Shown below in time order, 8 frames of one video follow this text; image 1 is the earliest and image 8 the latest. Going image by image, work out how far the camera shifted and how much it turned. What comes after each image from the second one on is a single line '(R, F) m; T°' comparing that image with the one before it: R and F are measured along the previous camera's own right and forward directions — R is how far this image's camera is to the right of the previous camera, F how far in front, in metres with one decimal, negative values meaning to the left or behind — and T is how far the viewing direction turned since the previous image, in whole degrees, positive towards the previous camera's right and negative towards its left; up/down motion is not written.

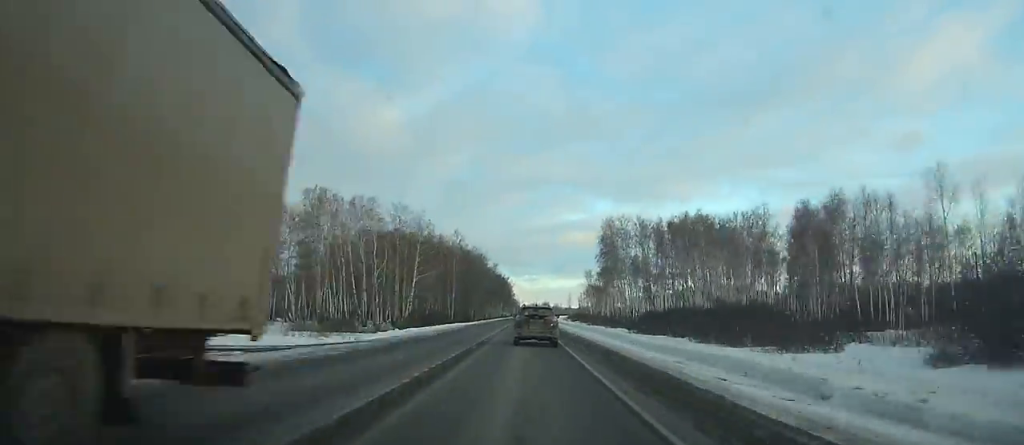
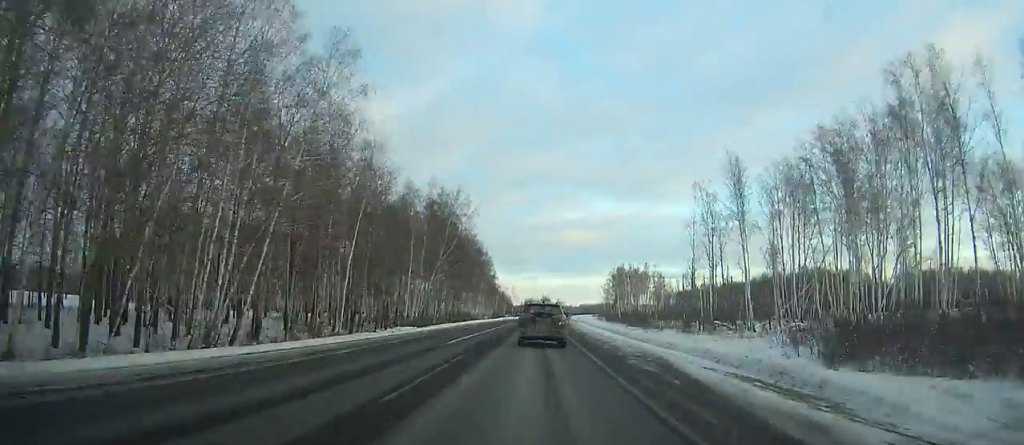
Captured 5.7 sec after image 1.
(+0.1, +157.4) m; +1°
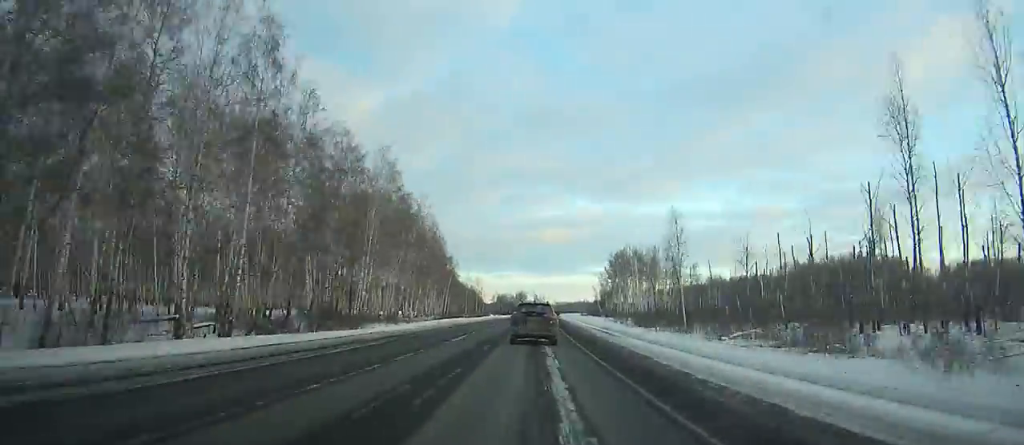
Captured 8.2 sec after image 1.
(+0.8, +68.3) m; +2°
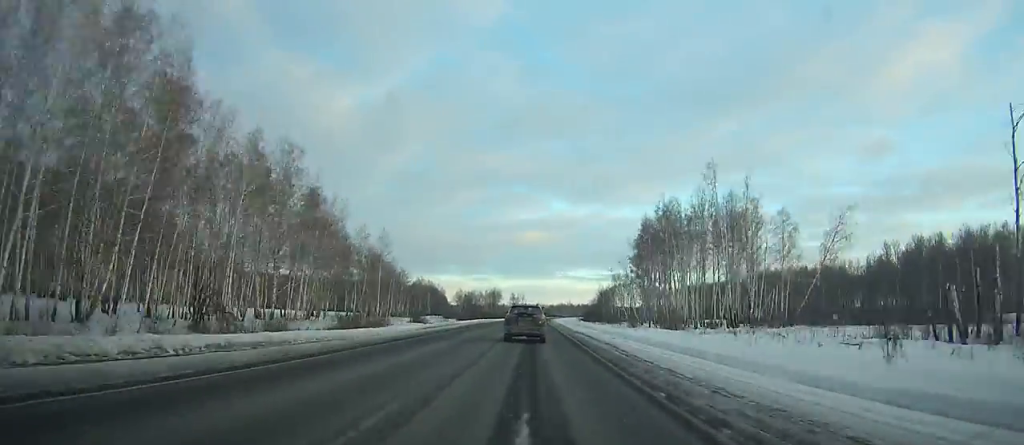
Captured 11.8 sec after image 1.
(+2.3, +97.9) m; +2°
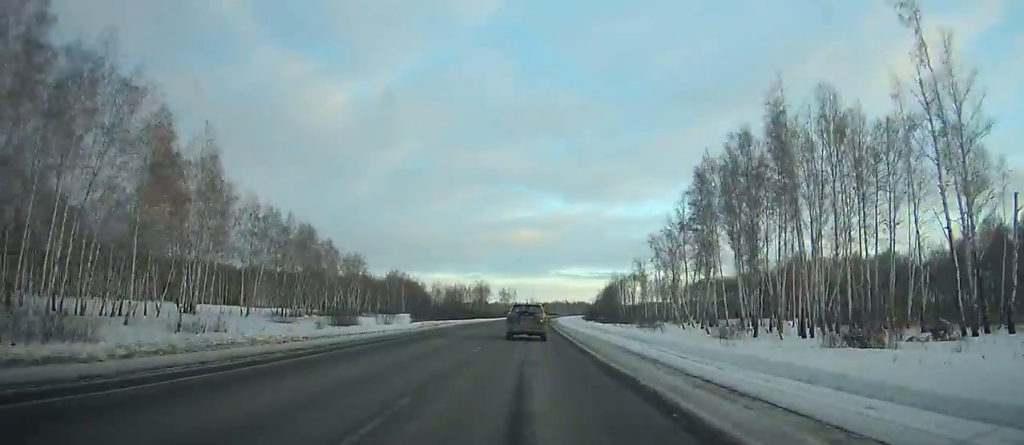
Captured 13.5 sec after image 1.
(+0.4, +46.2) m; +1°
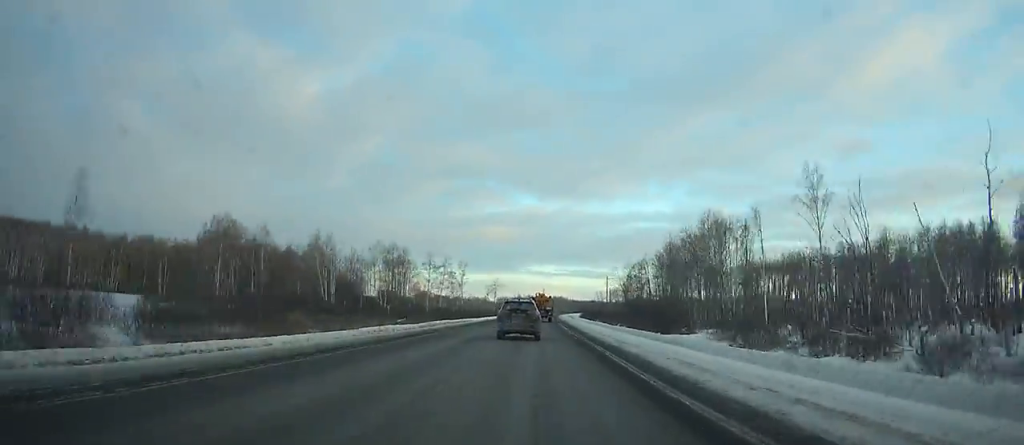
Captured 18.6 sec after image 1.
(+2.7, +138.1) m; +3°
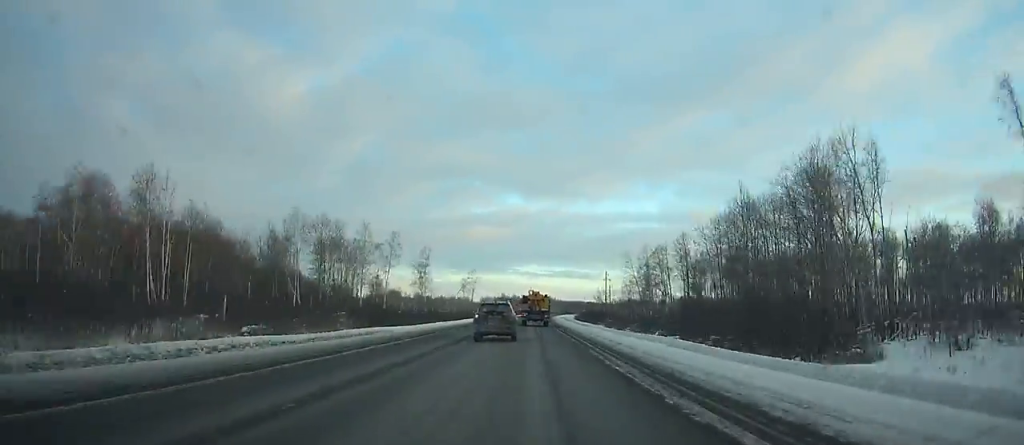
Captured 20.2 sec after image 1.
(+0.7, +42.8) m; +1°
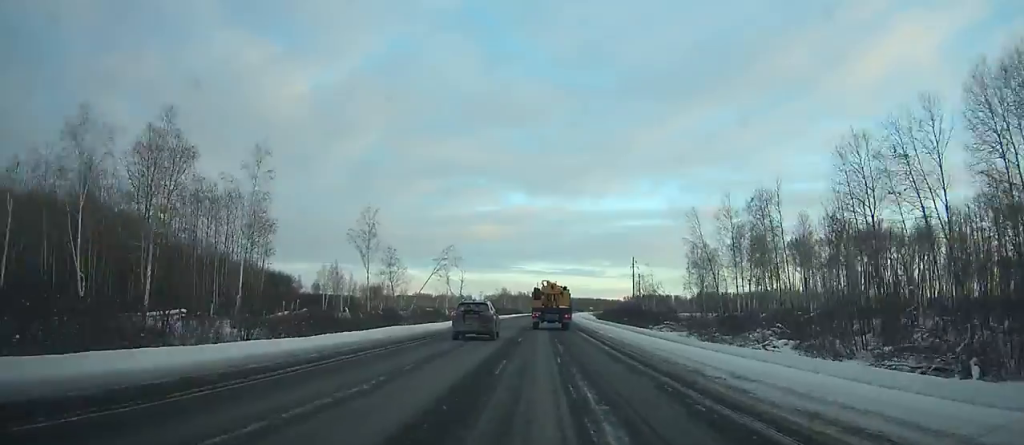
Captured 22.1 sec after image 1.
(+0.6, +50.6) m; +1°
